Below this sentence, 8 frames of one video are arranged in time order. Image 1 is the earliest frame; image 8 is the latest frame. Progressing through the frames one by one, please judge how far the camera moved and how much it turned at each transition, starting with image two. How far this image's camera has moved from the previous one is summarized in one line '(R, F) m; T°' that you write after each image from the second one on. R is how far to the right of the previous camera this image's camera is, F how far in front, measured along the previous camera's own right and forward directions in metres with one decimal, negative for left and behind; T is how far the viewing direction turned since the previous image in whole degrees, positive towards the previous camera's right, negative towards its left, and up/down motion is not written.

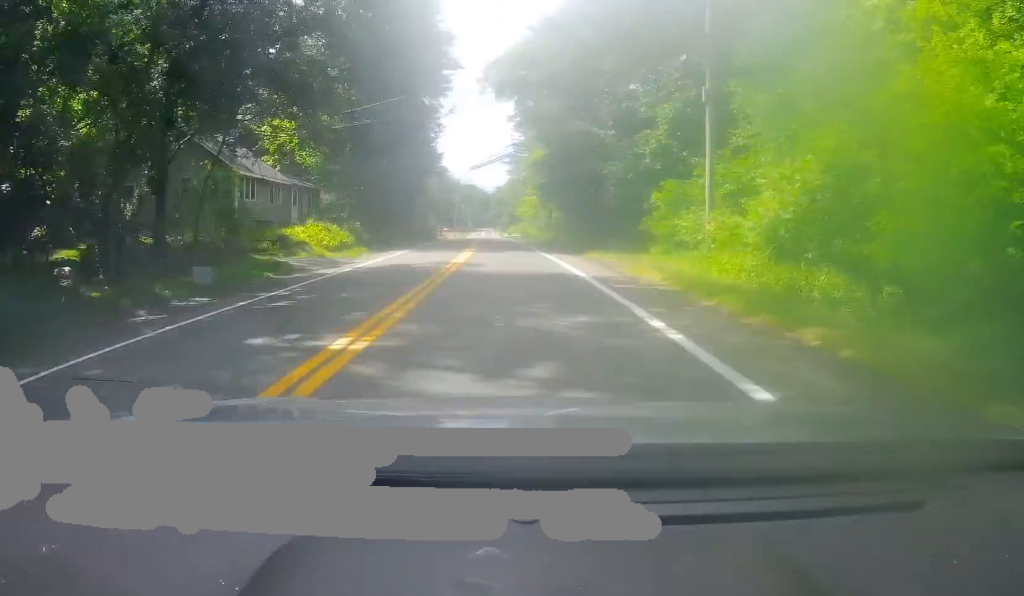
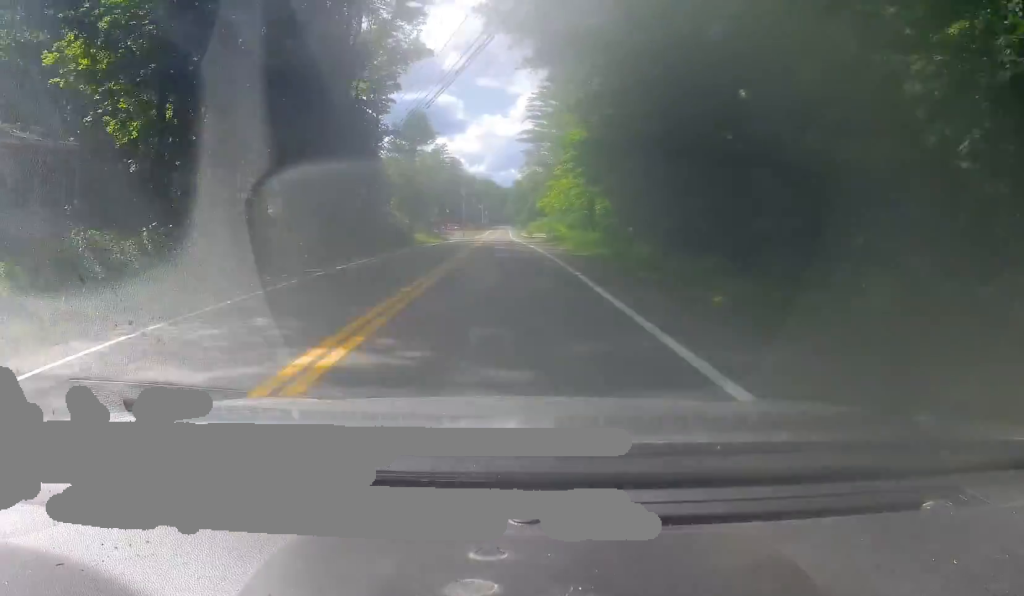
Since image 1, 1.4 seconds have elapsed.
(-1.2, +29.1) m; -2°
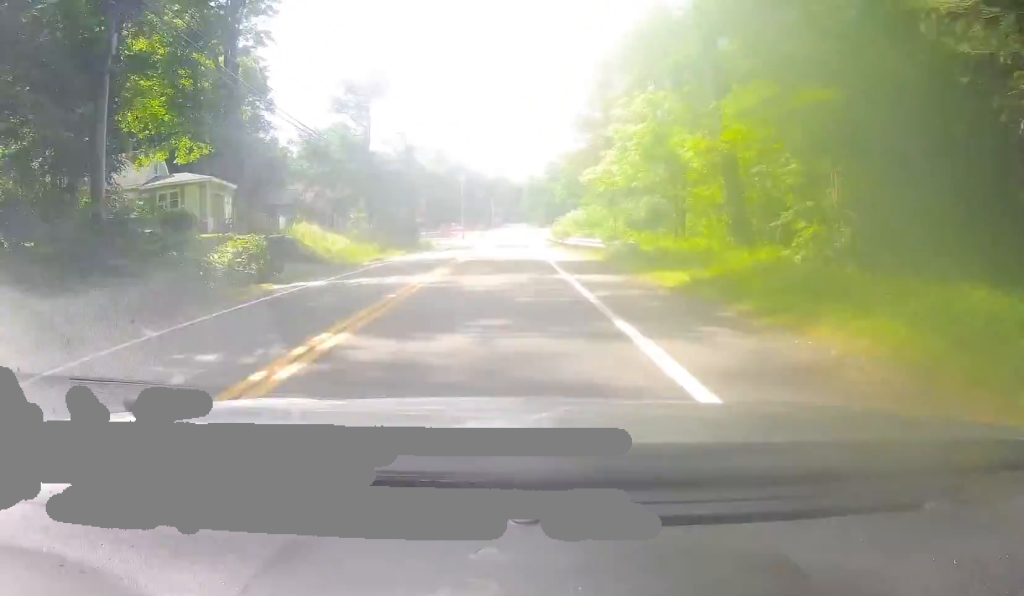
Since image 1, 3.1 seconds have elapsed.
(+0.2, +35.0) m; -1°
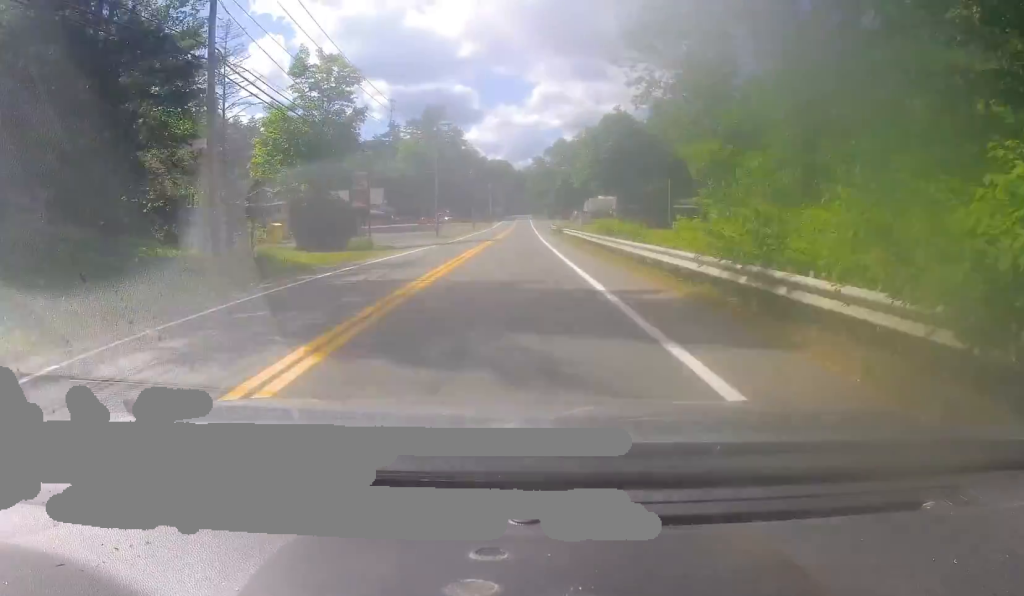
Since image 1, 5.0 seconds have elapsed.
(-0.6, +39.7) m; -1°
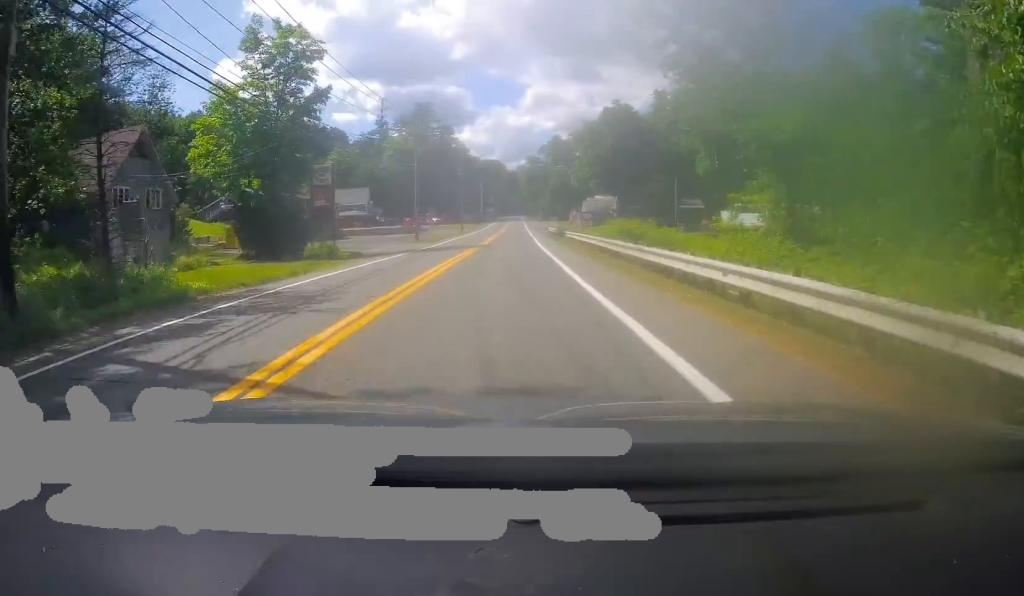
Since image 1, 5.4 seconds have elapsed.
(-0.1, +9.1) m; 0°
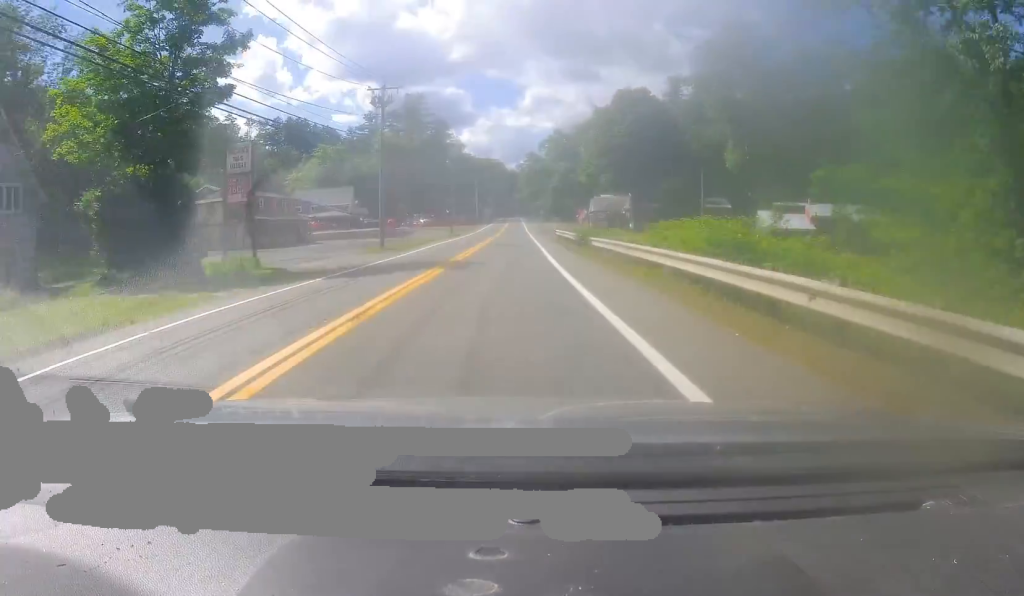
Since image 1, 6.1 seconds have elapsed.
(+0.1, +14.9) m; +1°
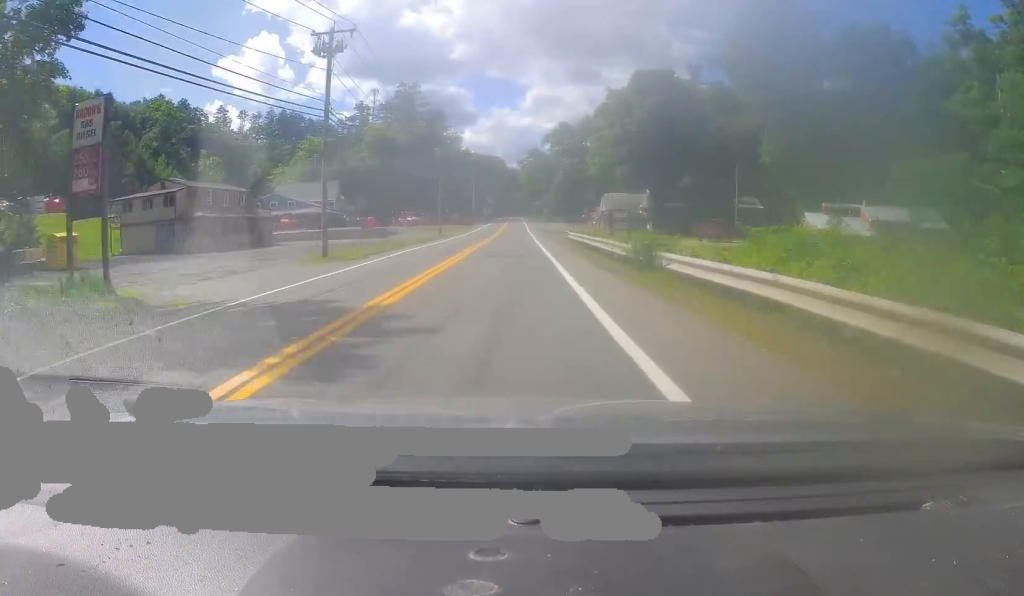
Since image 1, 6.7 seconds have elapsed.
(+0.1, +13.5) m; +1°
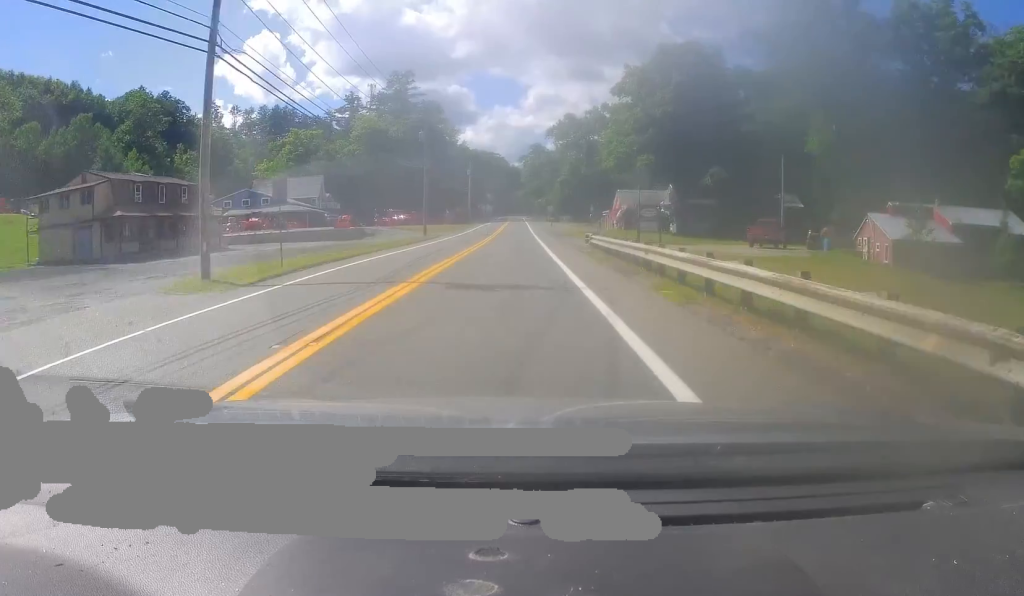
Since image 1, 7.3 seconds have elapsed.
(+0.2, +12.7) m; 0°
